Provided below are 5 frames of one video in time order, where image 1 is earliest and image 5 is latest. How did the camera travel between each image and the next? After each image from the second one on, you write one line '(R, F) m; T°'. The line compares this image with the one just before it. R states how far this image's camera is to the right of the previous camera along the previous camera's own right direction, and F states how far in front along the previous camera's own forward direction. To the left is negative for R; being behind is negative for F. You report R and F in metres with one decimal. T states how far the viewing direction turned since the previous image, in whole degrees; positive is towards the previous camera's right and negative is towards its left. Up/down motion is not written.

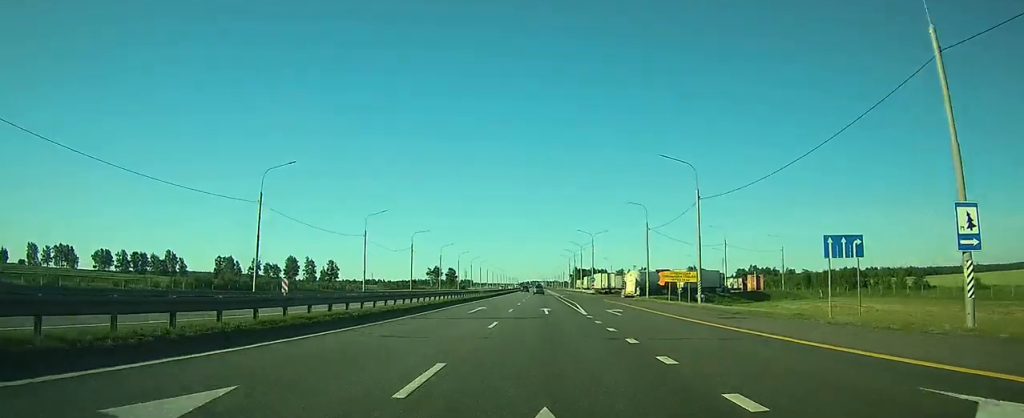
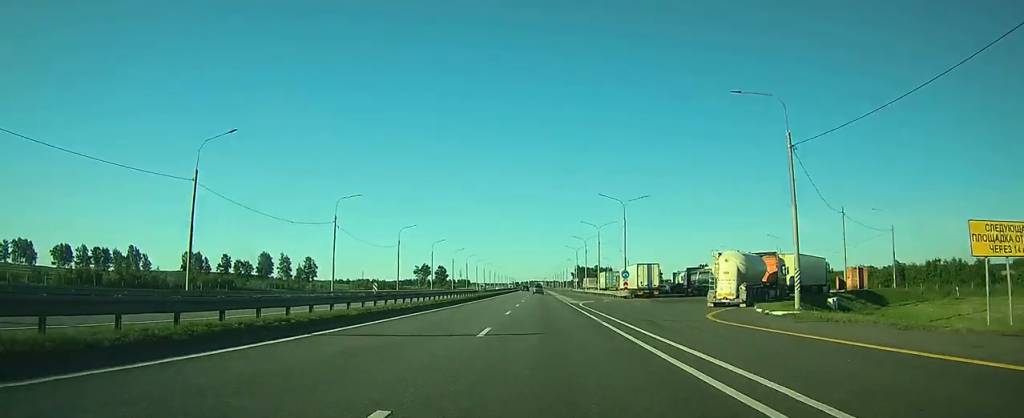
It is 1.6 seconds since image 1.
(-0.1, +40.6) m; 0°
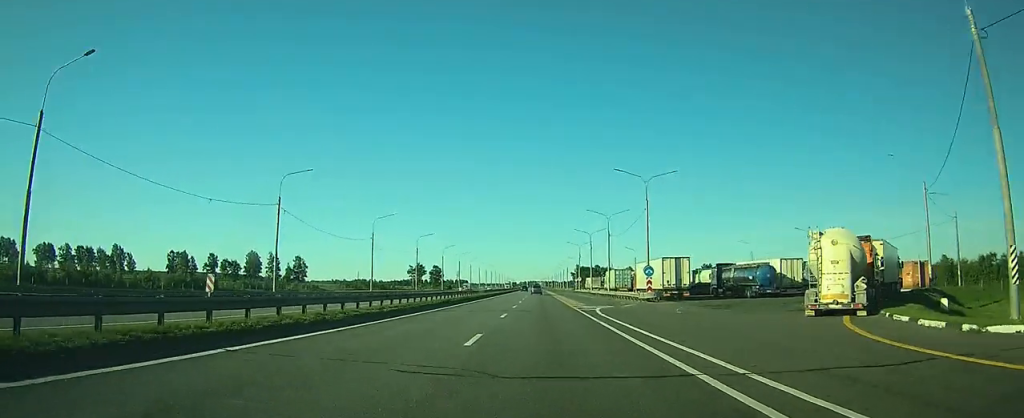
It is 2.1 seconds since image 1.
(0.0, +14.6) m; 0°
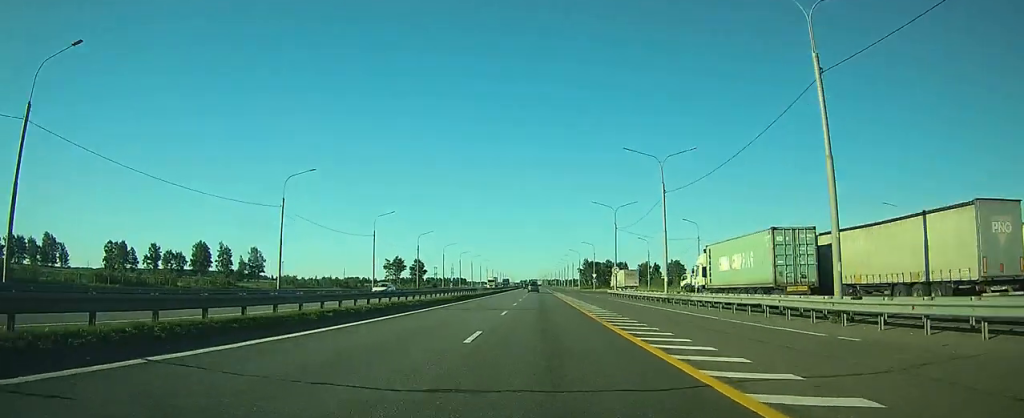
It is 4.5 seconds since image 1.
(-0.1, +59.8) m; 0°
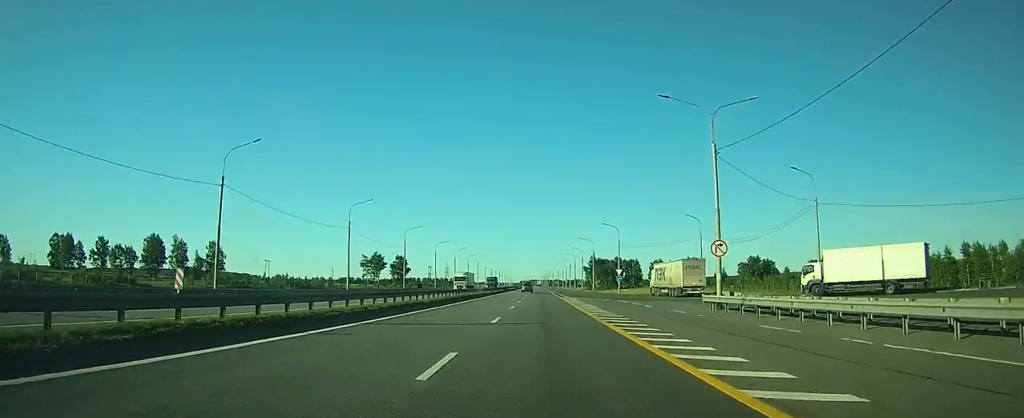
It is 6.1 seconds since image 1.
(+0.1, +40.9) m; 0°
